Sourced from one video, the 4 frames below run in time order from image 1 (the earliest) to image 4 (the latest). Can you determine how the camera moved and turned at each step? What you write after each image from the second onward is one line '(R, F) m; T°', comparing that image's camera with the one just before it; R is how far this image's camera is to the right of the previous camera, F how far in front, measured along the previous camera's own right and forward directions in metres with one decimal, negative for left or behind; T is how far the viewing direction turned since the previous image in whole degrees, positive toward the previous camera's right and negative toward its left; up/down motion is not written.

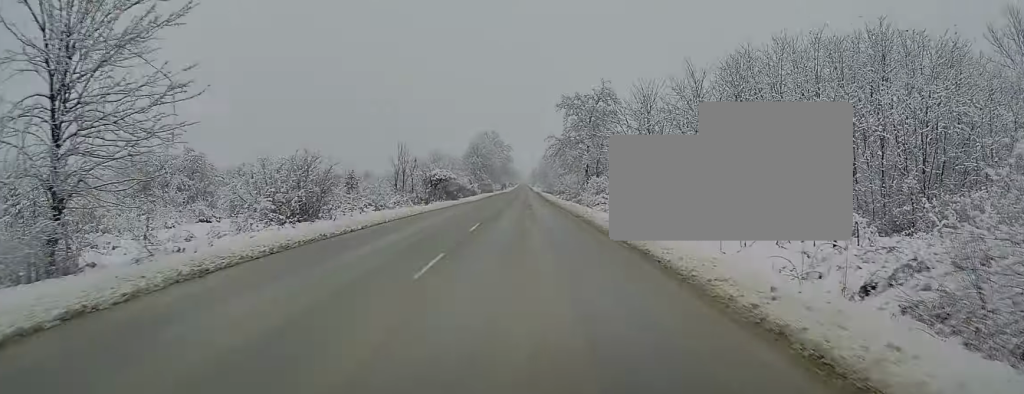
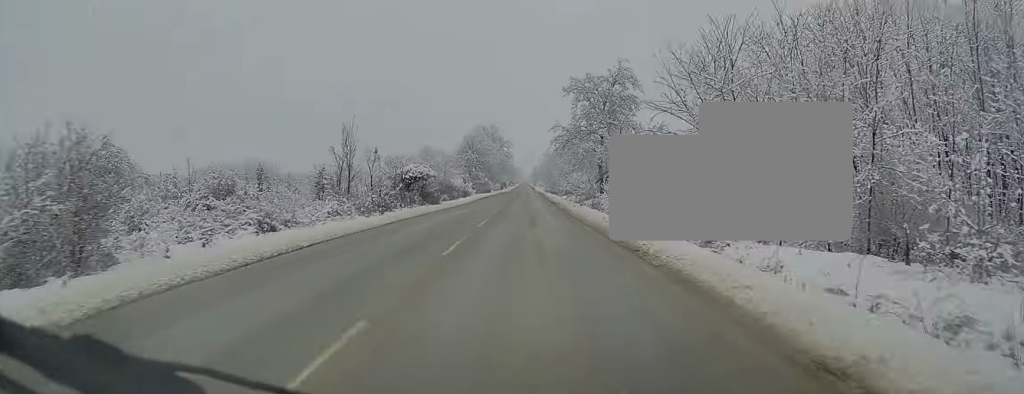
(+0.1, +14.9) m; 0°
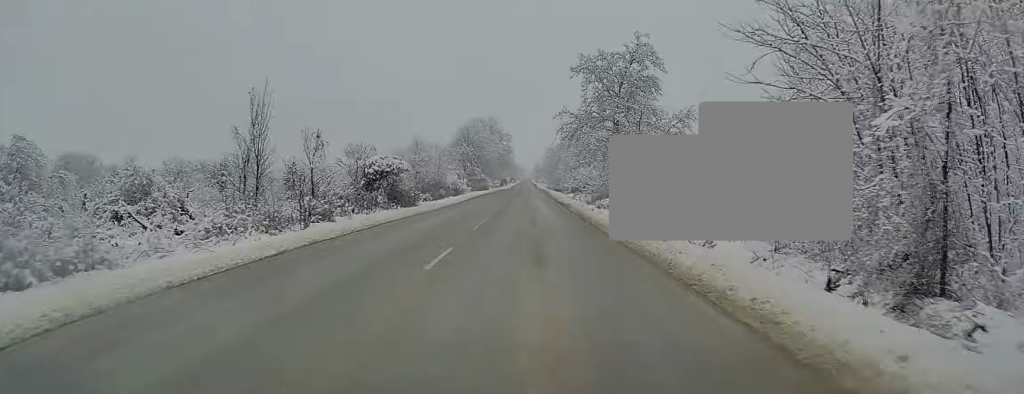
(+0.1, +11.6) m; 0°
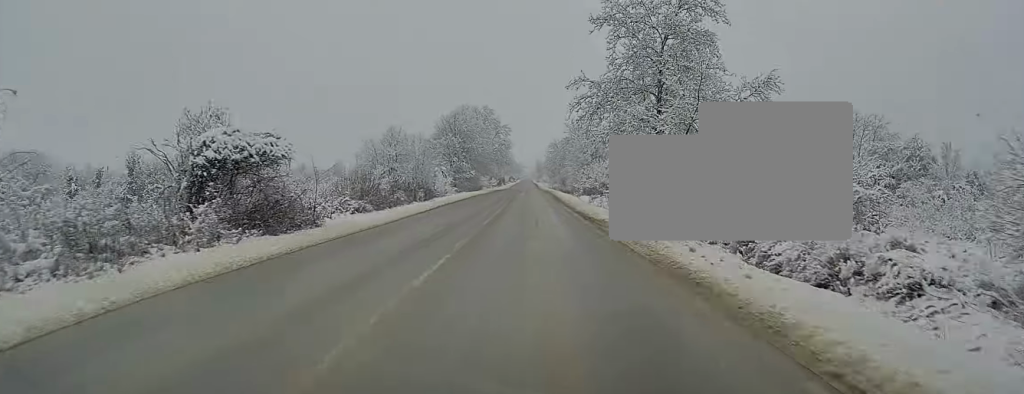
(-0.1, +19.7) m; 0°
